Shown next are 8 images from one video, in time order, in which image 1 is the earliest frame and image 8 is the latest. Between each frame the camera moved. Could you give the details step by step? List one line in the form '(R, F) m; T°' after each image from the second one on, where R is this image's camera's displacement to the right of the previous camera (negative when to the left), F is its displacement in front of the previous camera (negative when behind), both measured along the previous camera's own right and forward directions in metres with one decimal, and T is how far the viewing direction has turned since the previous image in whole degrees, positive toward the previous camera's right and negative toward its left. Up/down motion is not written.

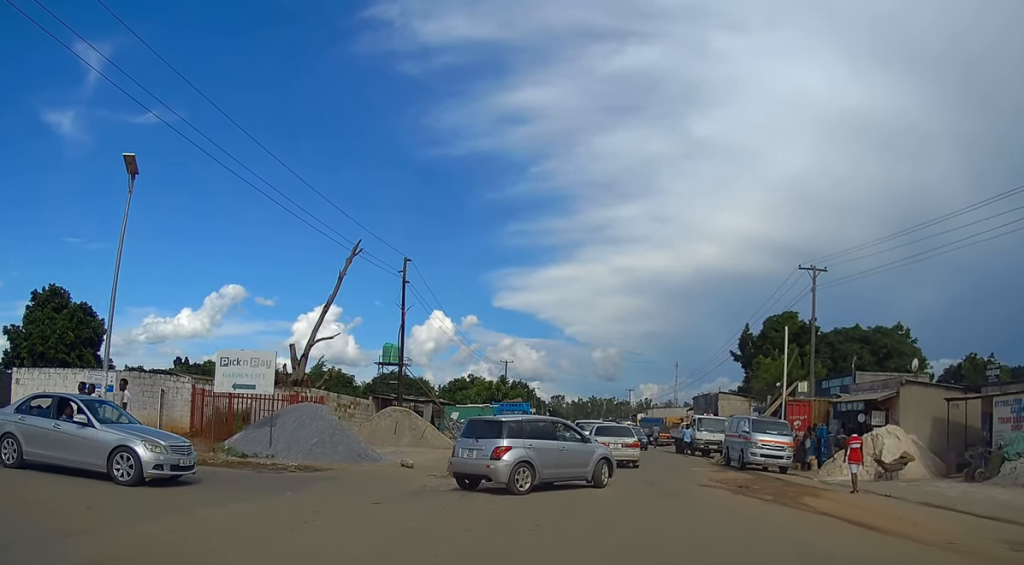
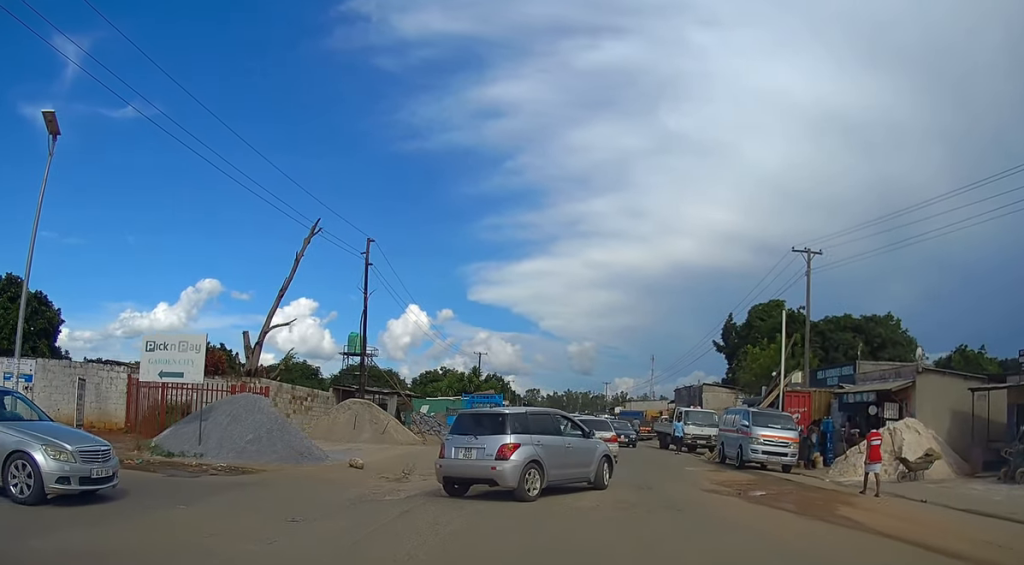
(0.0, +2.8) m; +2°
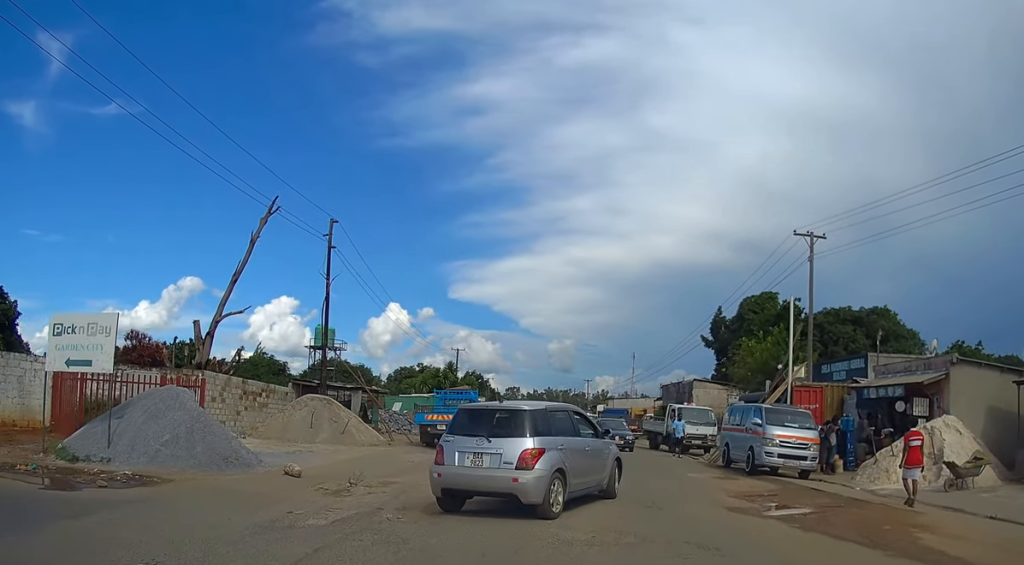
(+0.2, +3.4) m; +2°
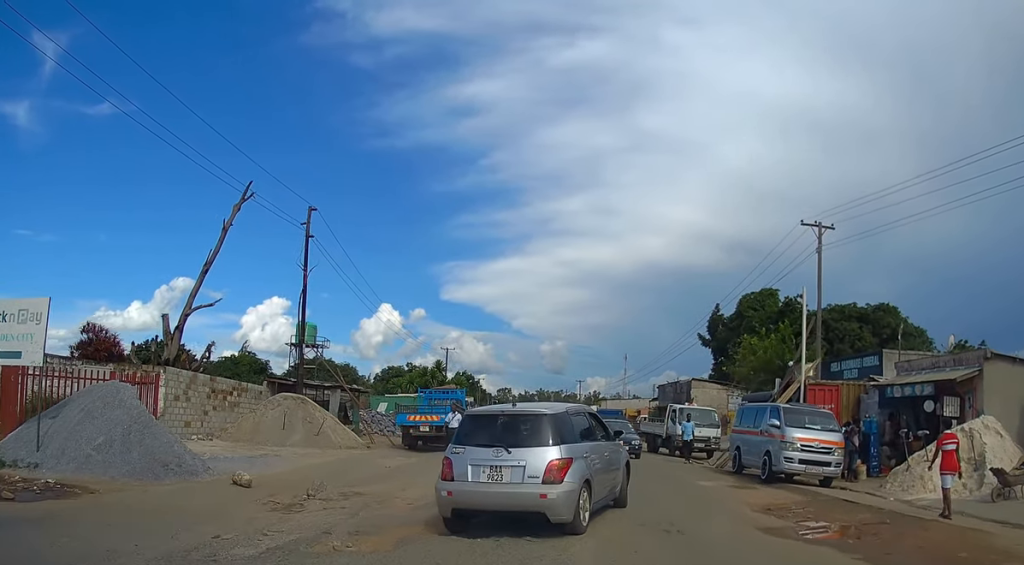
(-0.1, +2.3) m; +2°
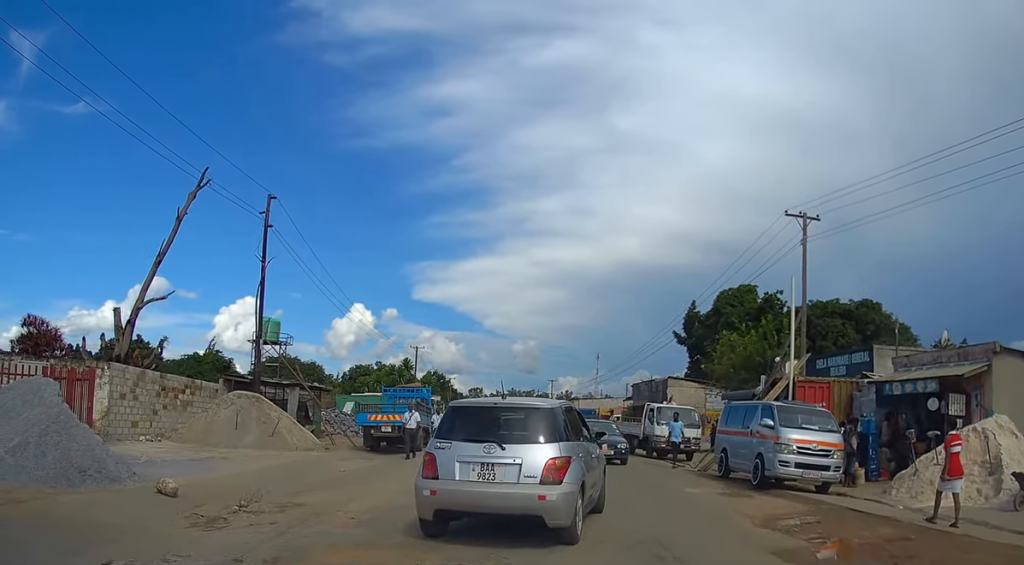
(+0.1, +1.7) m; +2°
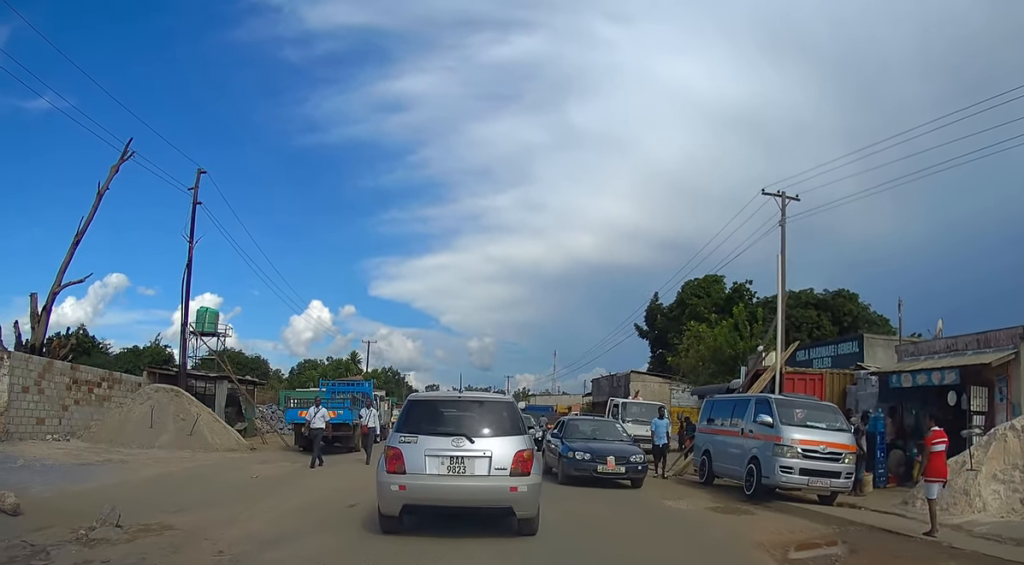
(+0.1, +3.4) m; +3°
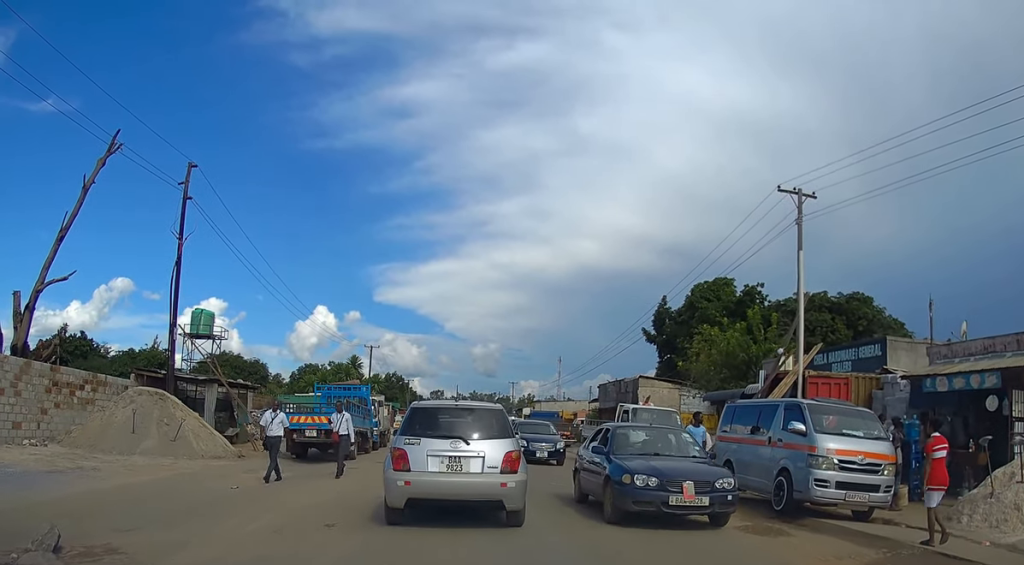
(0.0, +1.3) m; 0°
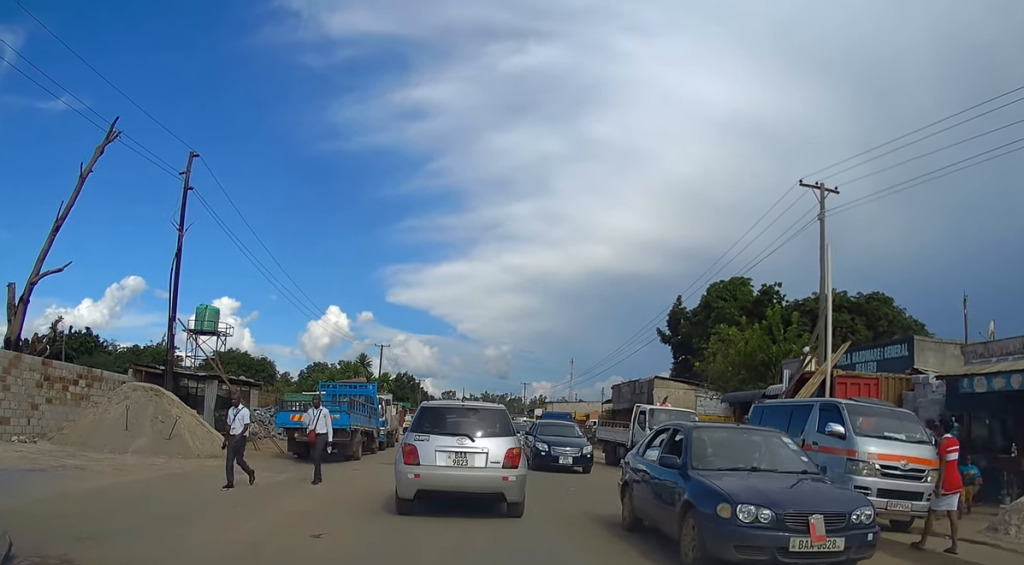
(-0.1, +0.9) m; 0°
